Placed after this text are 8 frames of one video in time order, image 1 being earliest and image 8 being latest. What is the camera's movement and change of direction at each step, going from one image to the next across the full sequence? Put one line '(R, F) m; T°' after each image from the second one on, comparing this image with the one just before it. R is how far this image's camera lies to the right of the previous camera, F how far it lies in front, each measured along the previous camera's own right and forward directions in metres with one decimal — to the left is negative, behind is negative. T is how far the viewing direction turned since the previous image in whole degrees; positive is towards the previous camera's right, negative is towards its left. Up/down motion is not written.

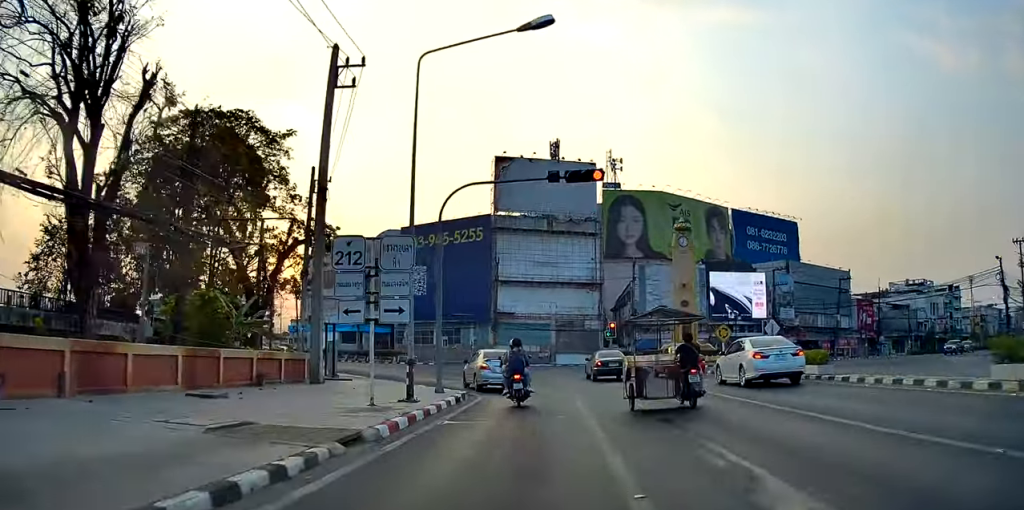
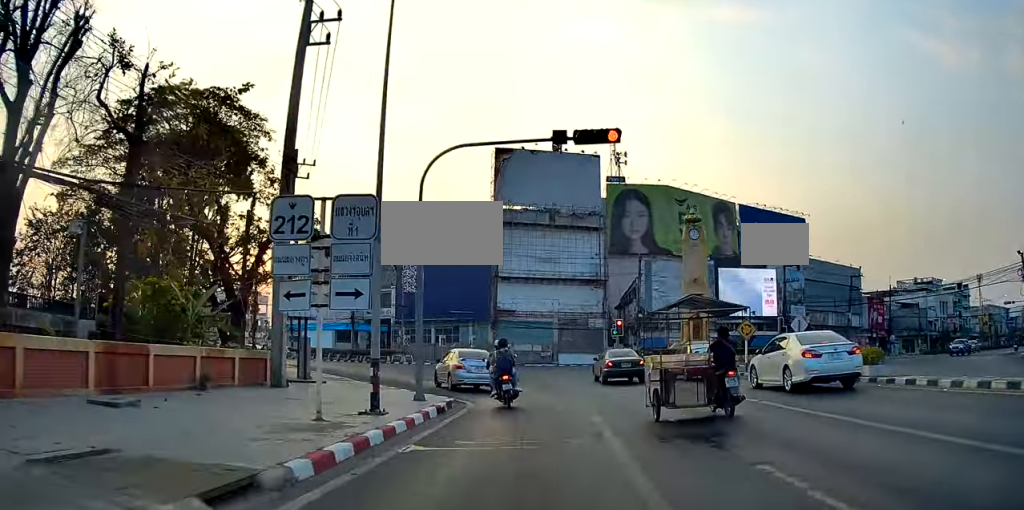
(0.0, +4.0) m; +1°
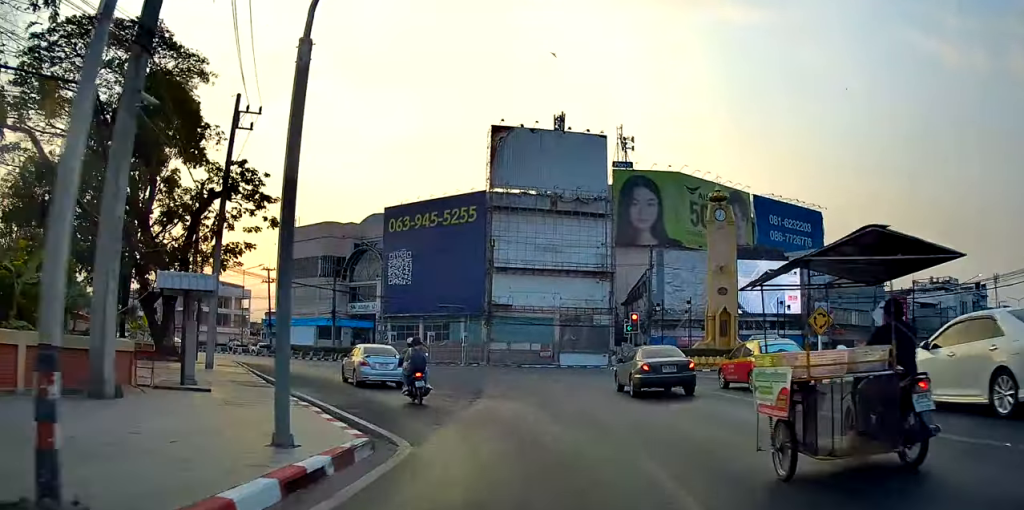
(+0.3, +9.6) m; +1°
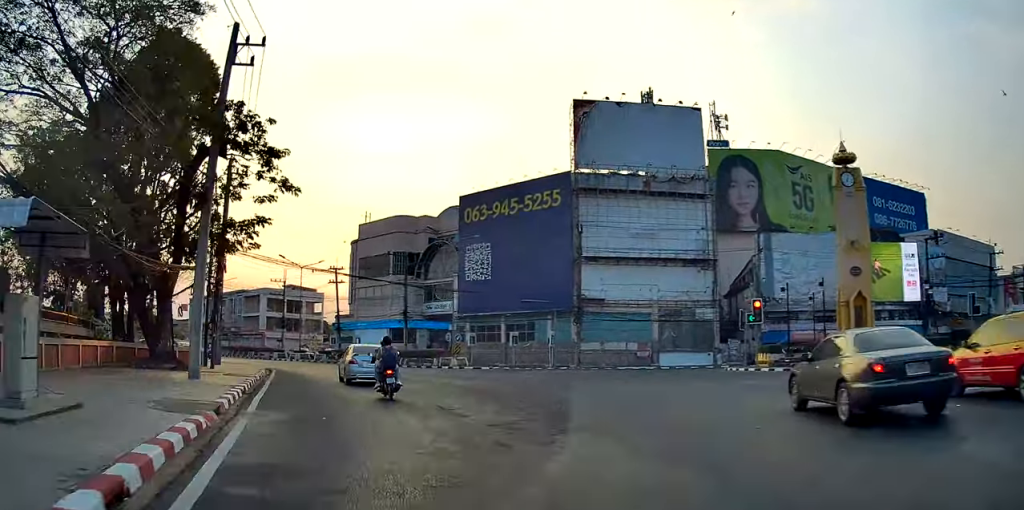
(-0.2, +9.1) m; -4°
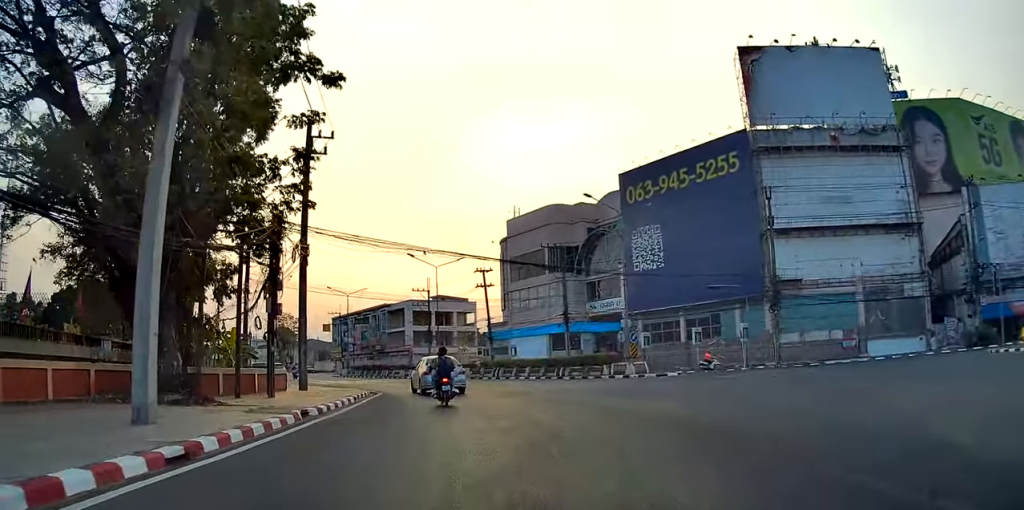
(-0.6, +11.2) m; -8°
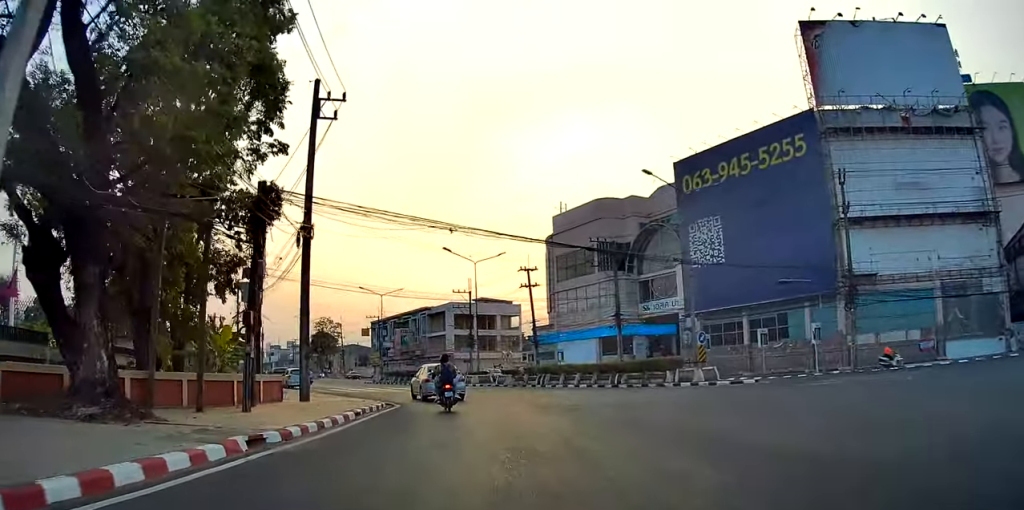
(-0.4, +5.2) m; -4°
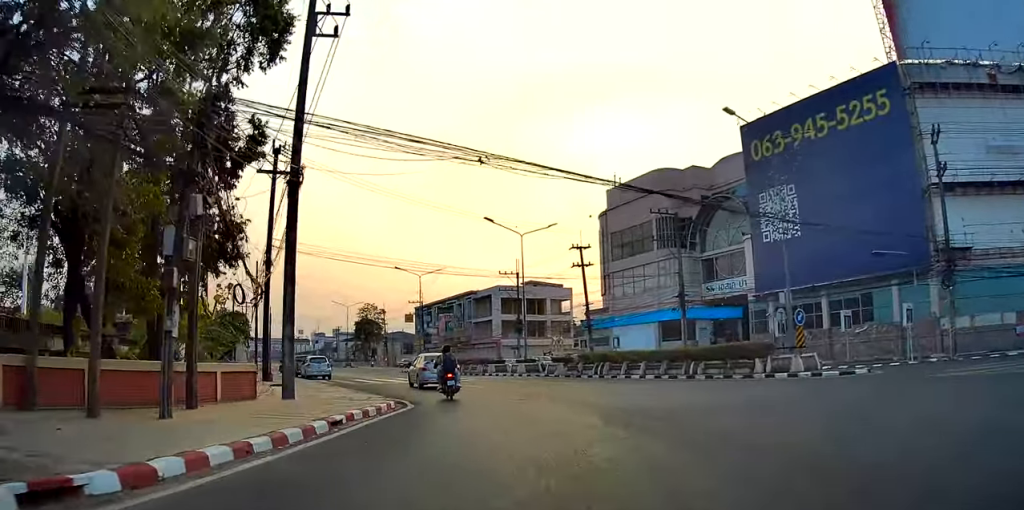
(0.0, +5.8) m; -4°
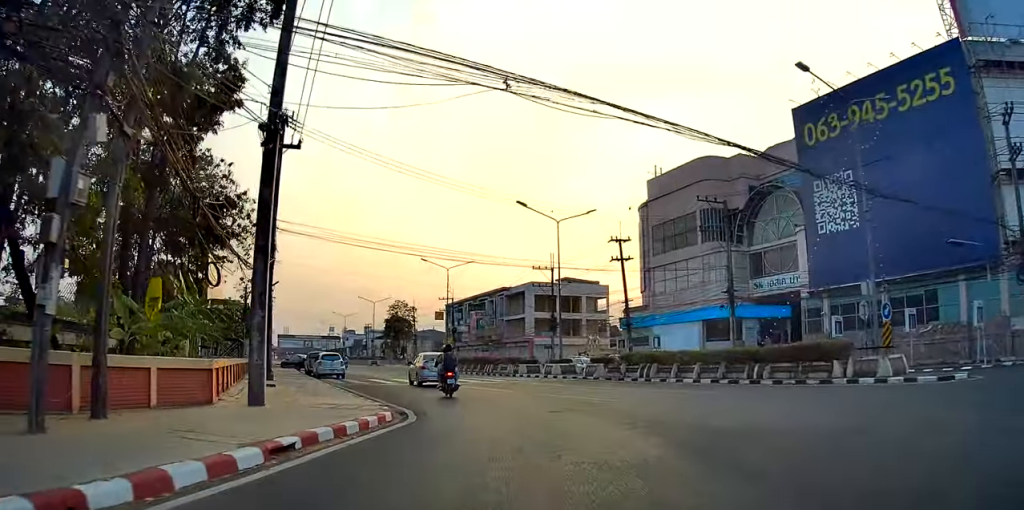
(-0.1, +3.8) m; -3°
